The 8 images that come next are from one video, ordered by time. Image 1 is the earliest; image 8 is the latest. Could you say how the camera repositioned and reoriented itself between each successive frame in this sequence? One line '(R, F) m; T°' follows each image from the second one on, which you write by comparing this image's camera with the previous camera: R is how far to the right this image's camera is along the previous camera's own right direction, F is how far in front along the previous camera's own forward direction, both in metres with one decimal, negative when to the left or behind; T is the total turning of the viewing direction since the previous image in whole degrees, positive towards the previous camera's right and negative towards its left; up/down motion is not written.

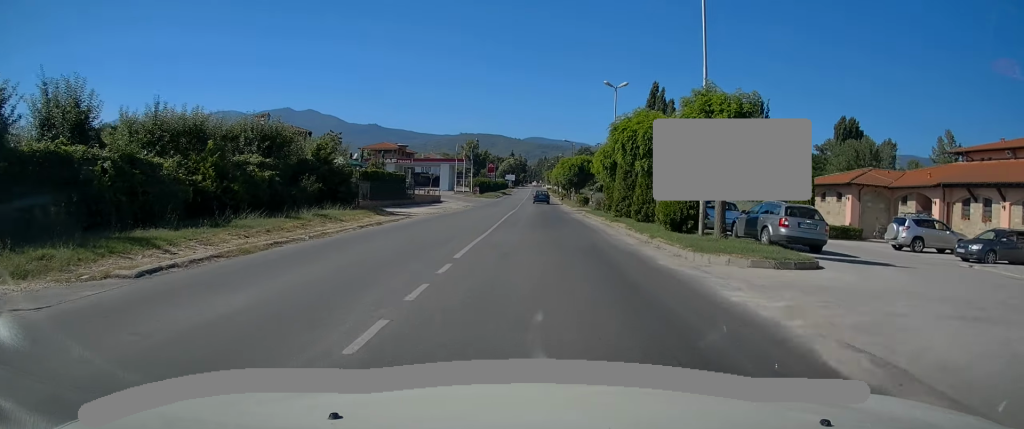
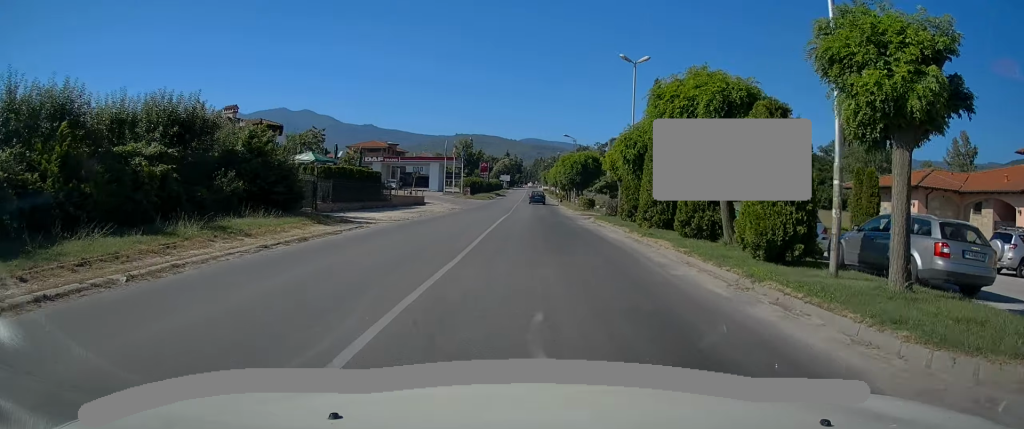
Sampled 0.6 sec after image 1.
(0.0, +7.3) m; 0°
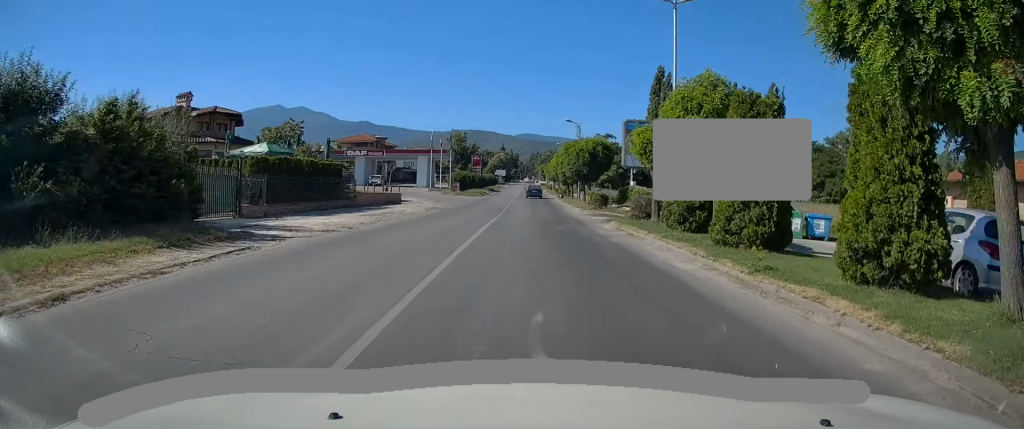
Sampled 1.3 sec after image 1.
(+0.1, +8.6) m; 0°
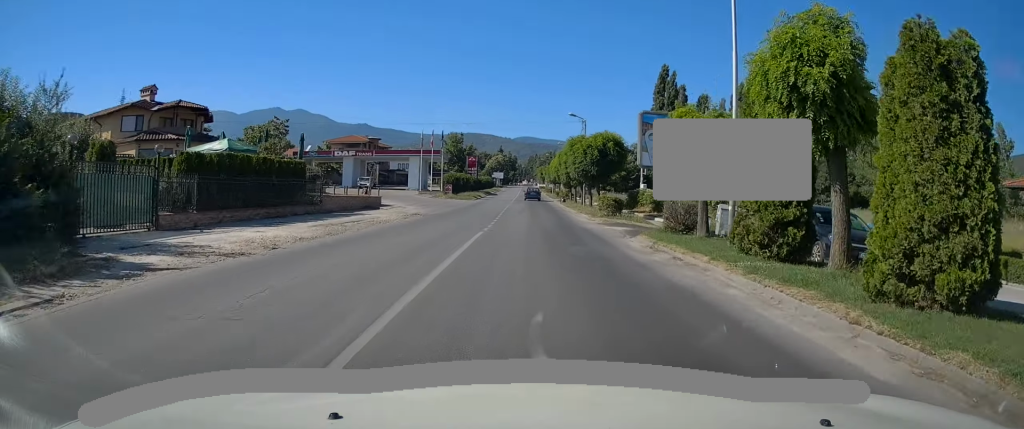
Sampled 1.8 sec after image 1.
(-0.1, +5.8) m; 0°
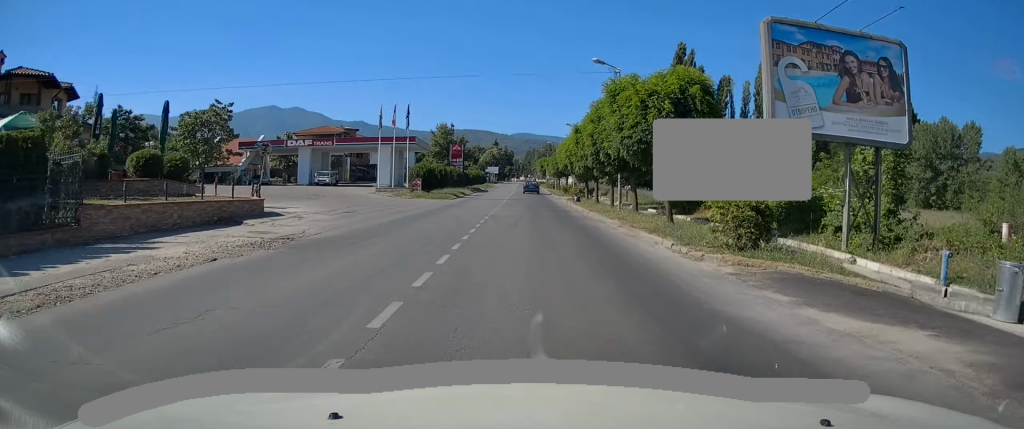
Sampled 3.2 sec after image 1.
(+0.2, +17.6) m; +1°
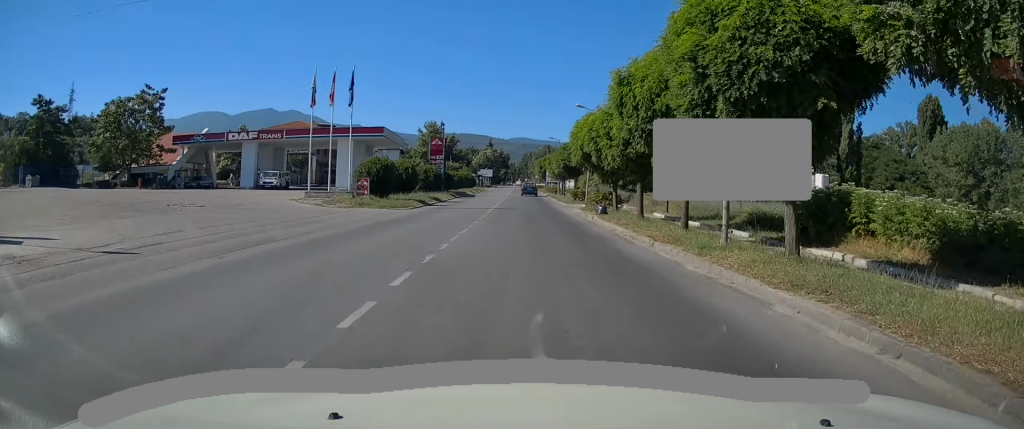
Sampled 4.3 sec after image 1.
(0.0, +14.8) m; 0°
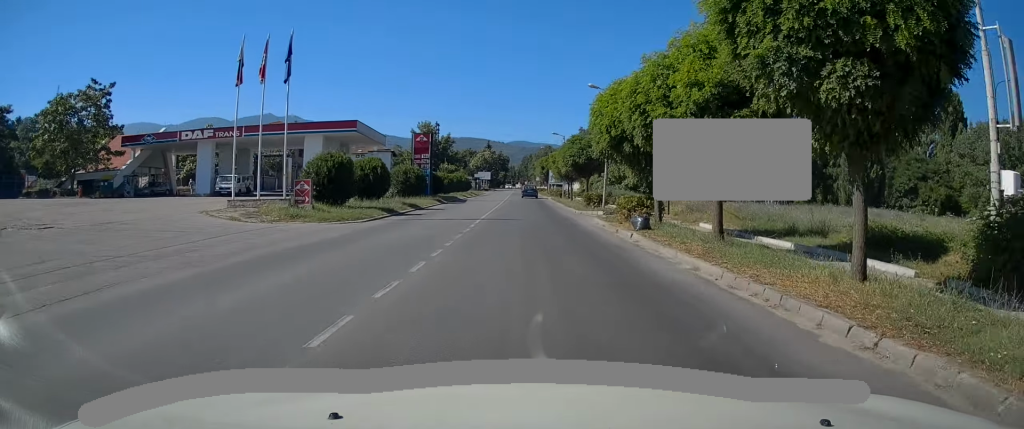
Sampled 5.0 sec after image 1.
(0.0, +8.8) m; -1°
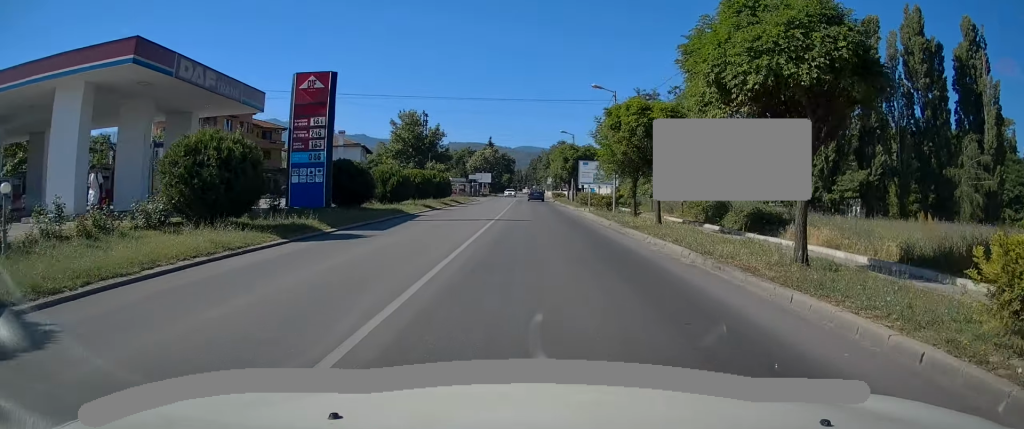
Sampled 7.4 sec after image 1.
(-0.1, +29.6) m; 0°
